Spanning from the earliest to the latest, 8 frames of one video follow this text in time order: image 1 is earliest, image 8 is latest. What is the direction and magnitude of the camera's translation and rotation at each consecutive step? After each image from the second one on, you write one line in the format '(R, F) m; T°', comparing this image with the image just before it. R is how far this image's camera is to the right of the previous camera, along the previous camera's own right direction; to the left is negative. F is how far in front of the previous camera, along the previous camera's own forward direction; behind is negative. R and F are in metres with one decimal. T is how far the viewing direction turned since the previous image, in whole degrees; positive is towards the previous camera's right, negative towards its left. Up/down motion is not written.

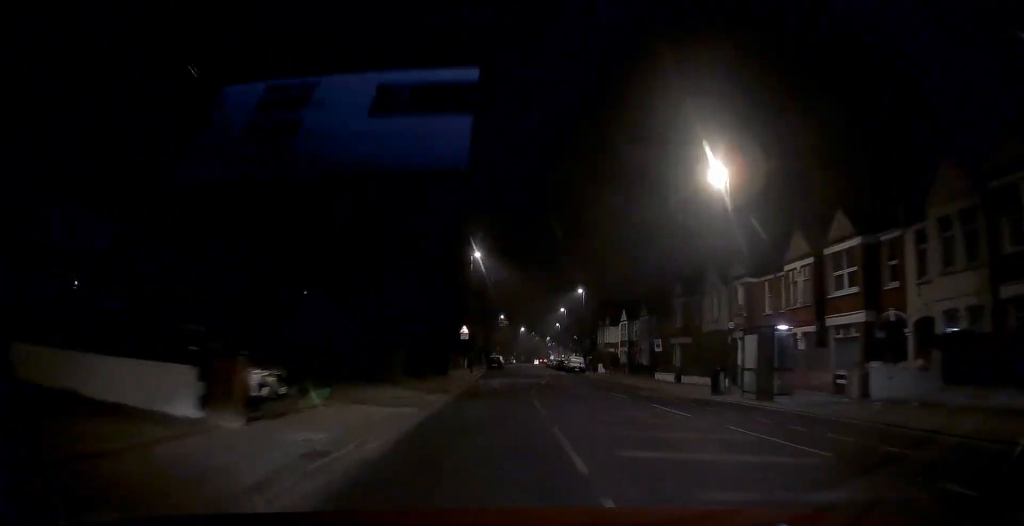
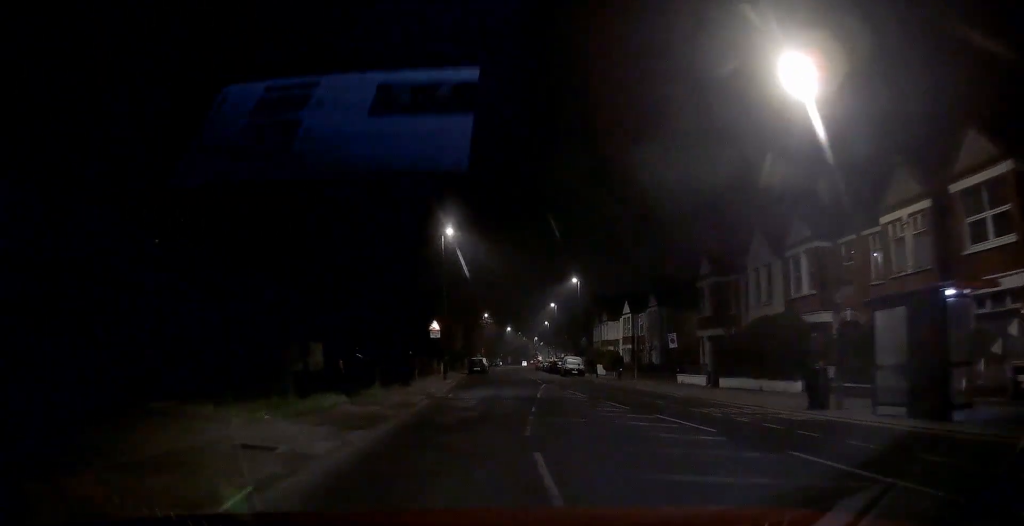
(+0.2, +9.8) m; +1°
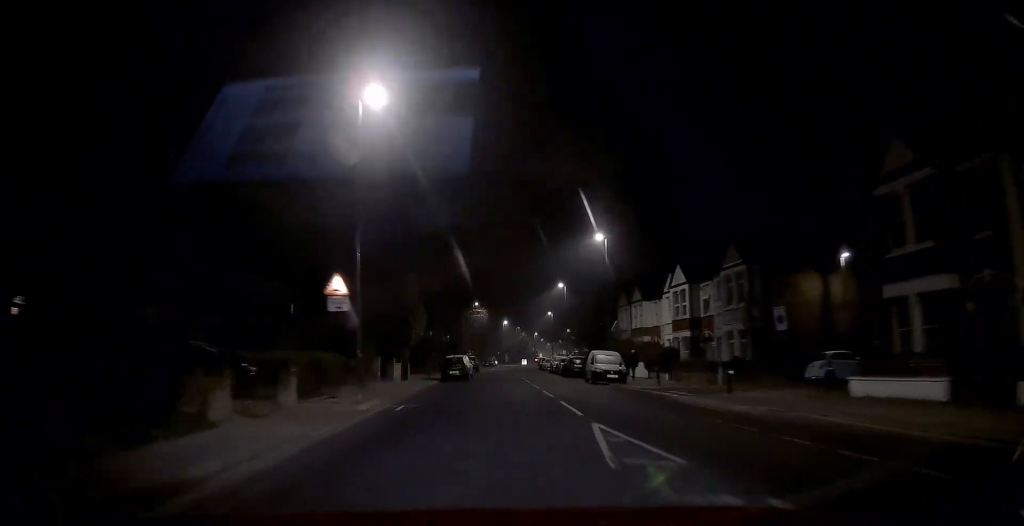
(+0.3, +20.2) m; +2°
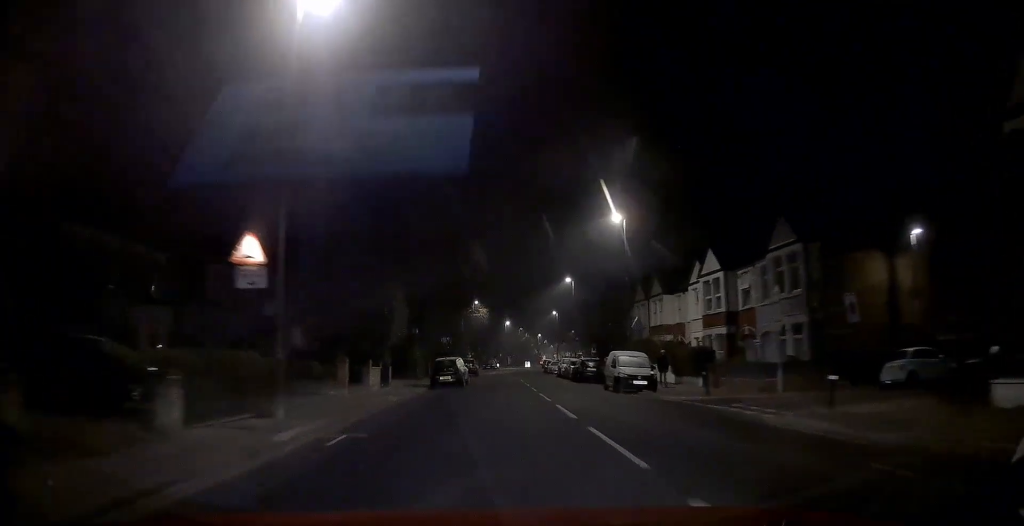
(+0.1, +6.2) m; 0°
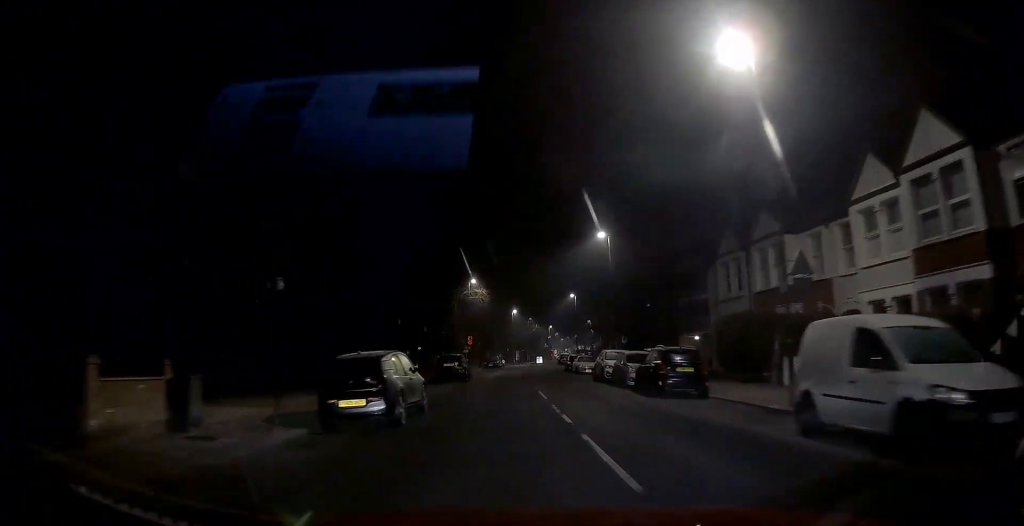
(-0.1, +19.4) m; -1°
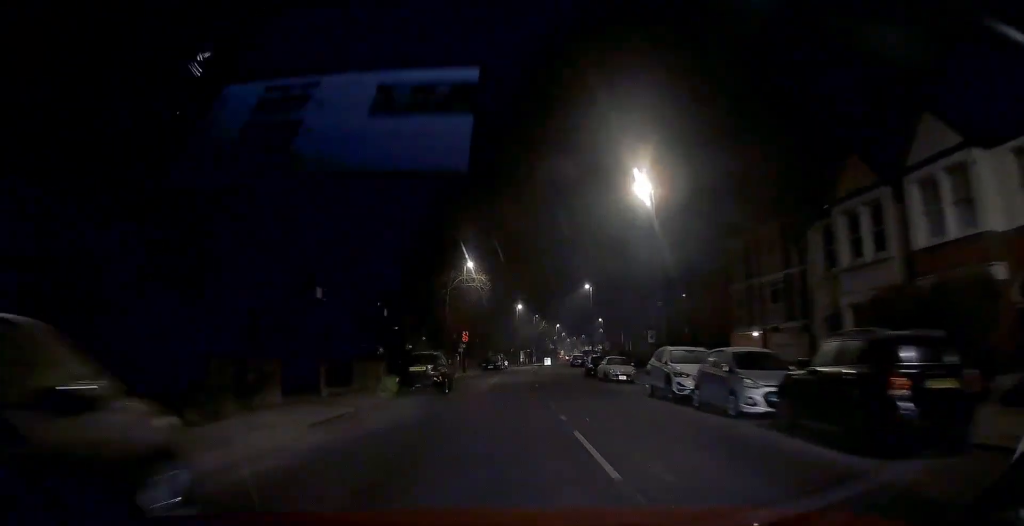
(0.0, +11.8) m; 0°
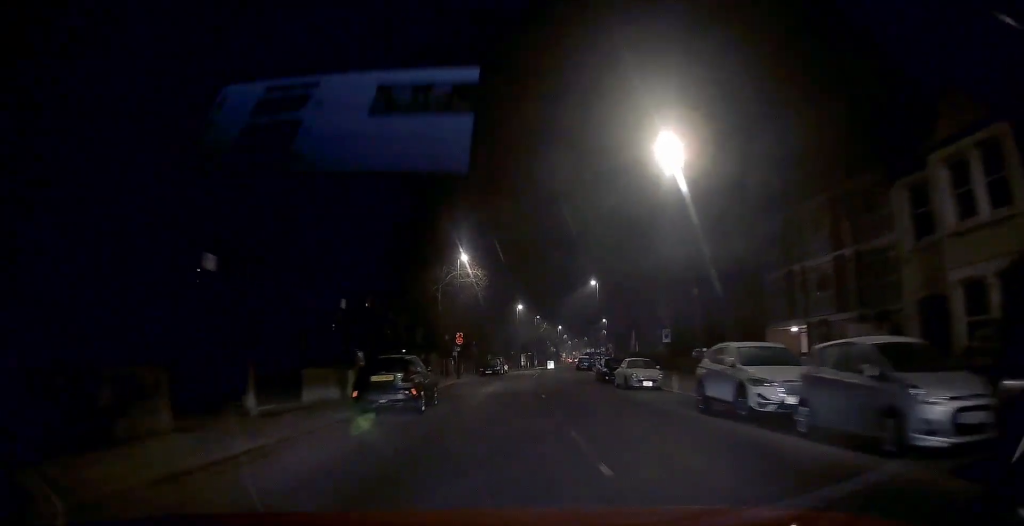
(0.0, +5.6) m; 0°
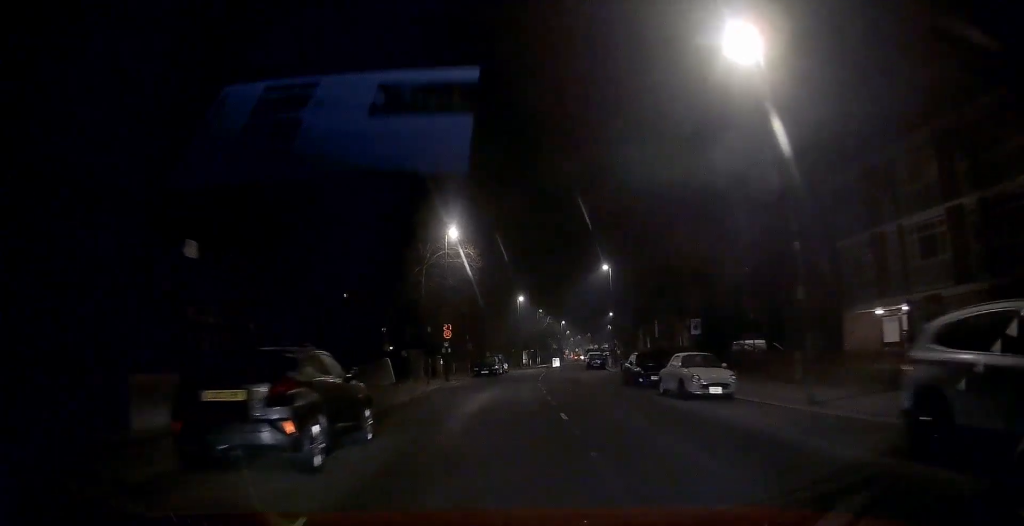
(0.0, +8.5) m; 0°
